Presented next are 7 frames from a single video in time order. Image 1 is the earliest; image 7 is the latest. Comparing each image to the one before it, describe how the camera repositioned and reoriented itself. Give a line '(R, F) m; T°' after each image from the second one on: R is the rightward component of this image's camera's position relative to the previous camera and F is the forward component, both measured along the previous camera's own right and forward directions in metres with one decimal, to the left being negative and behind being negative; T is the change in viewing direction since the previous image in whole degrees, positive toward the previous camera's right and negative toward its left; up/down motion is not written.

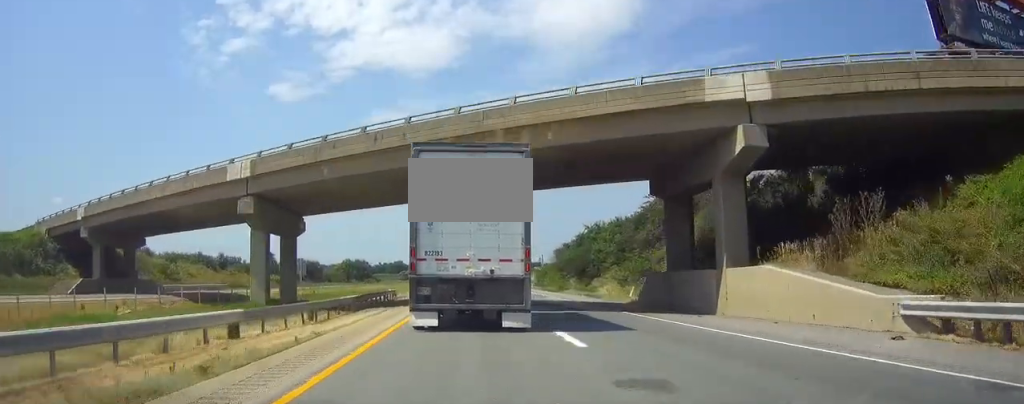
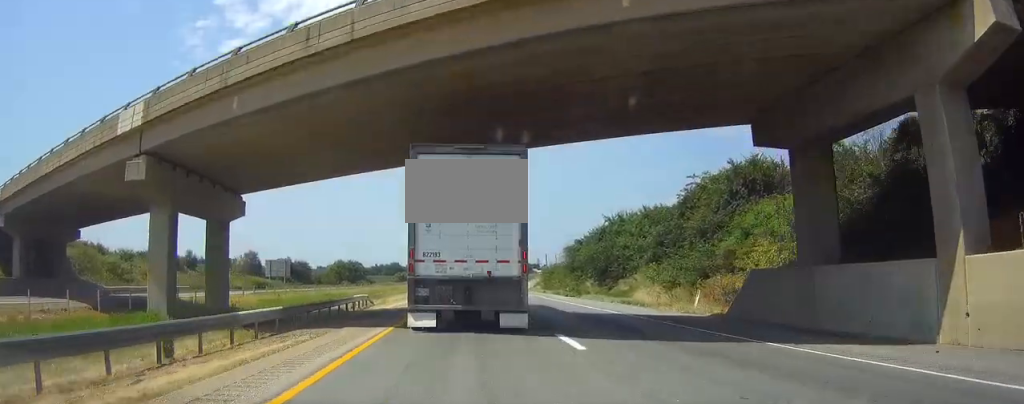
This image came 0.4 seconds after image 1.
(0.0, +12.4) m; 0°
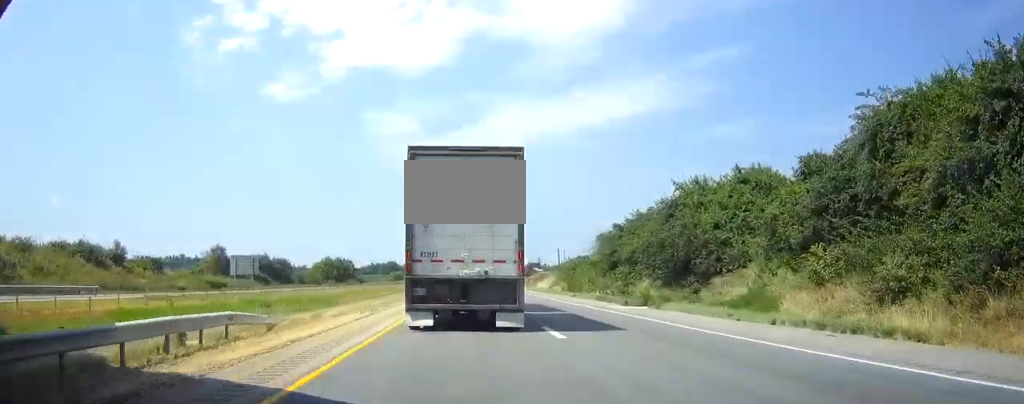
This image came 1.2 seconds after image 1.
(0.0, +21.9) m; 0°
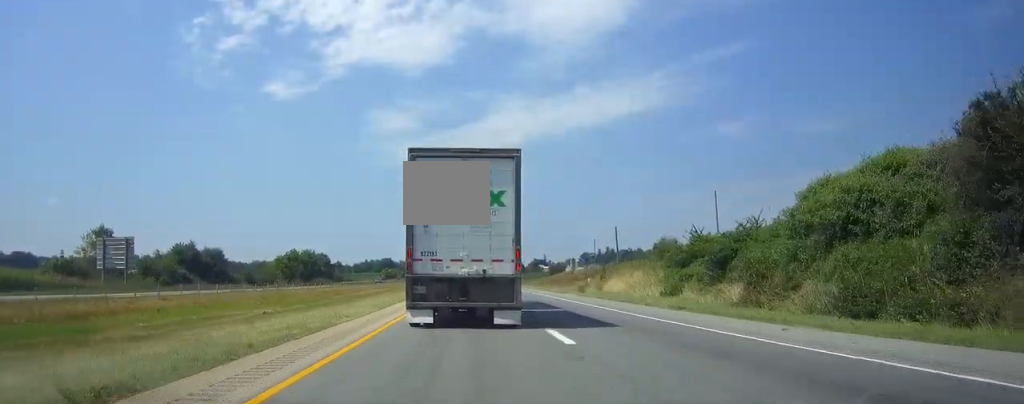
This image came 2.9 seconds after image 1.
(0.0, +49.5) m; 0°
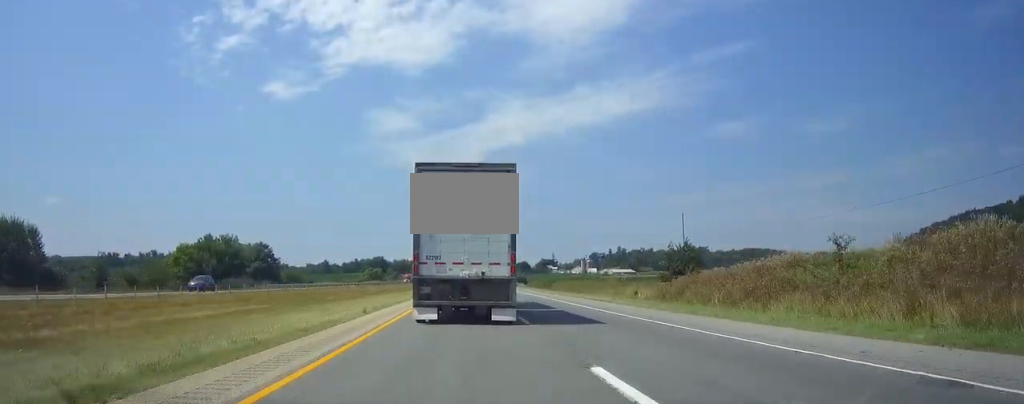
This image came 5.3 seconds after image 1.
(0.0, +67.3) m; 0°
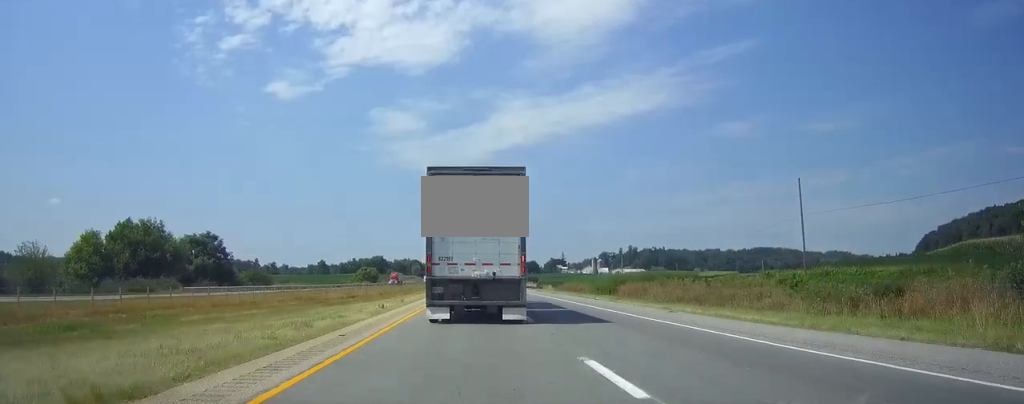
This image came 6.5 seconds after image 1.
(-0.2, +35.1) m; 0°
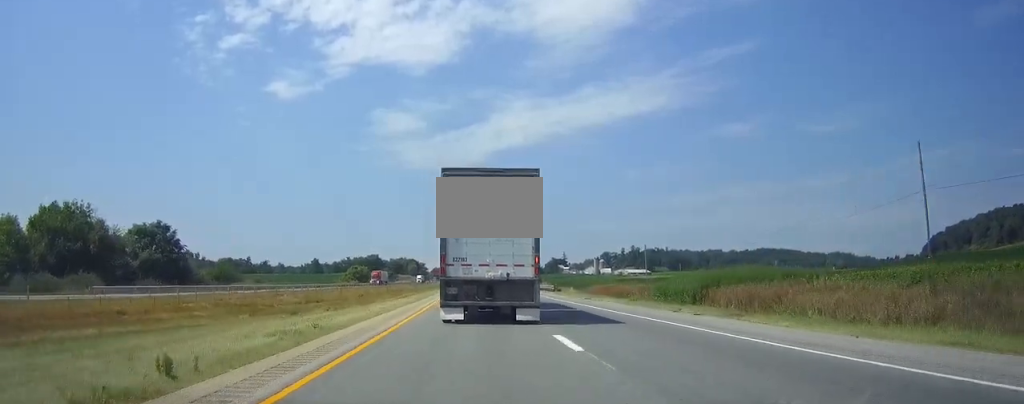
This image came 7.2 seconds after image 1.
(0.0, +20.0) m; 0°
